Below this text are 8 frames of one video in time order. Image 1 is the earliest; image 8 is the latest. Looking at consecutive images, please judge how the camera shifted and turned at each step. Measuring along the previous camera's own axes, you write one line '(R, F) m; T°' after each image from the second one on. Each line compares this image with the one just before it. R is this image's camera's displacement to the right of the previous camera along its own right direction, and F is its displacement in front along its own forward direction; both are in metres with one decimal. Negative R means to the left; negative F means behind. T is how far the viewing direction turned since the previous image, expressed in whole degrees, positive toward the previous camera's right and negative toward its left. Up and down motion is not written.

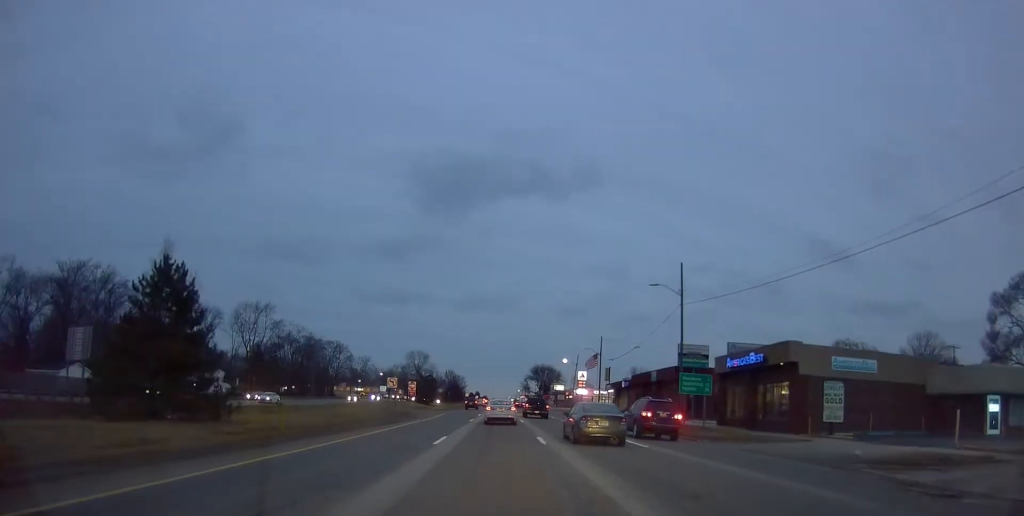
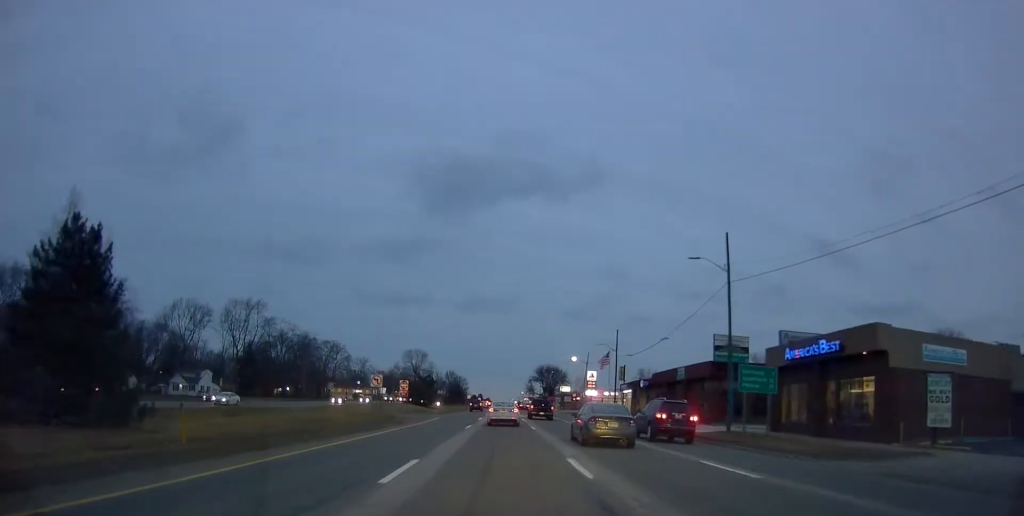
(-0.4, +8.6) m; 0°
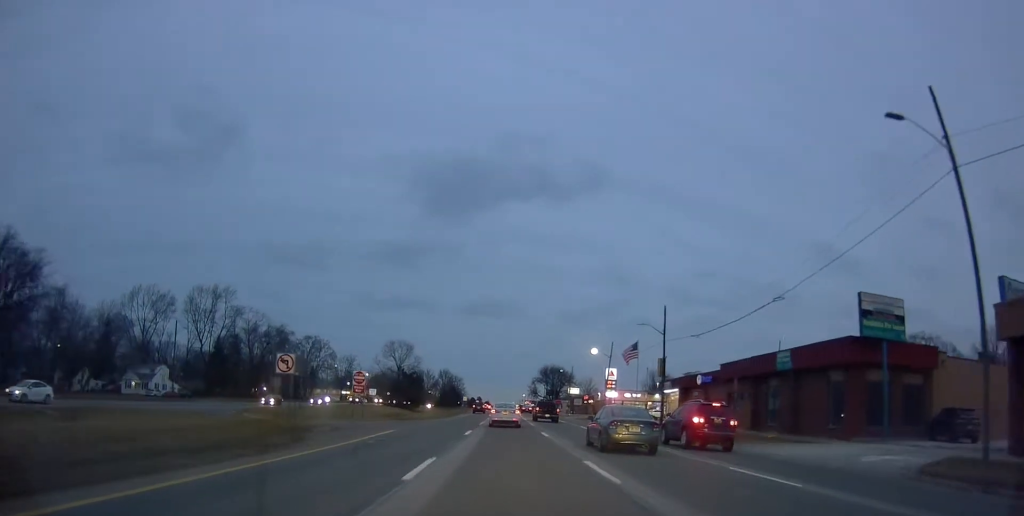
(+0.5, +20.3) m; +1°
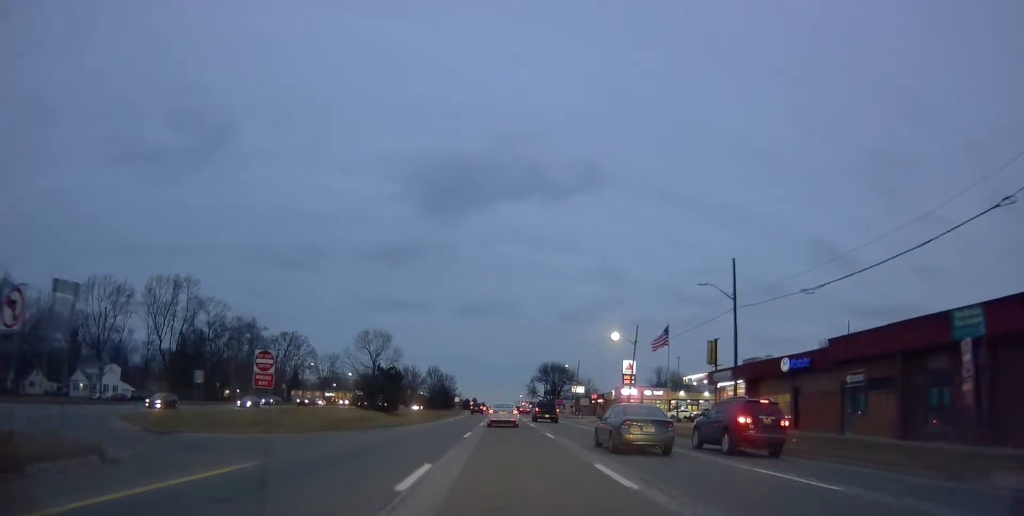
(-0.2, +16.8) m; -2°
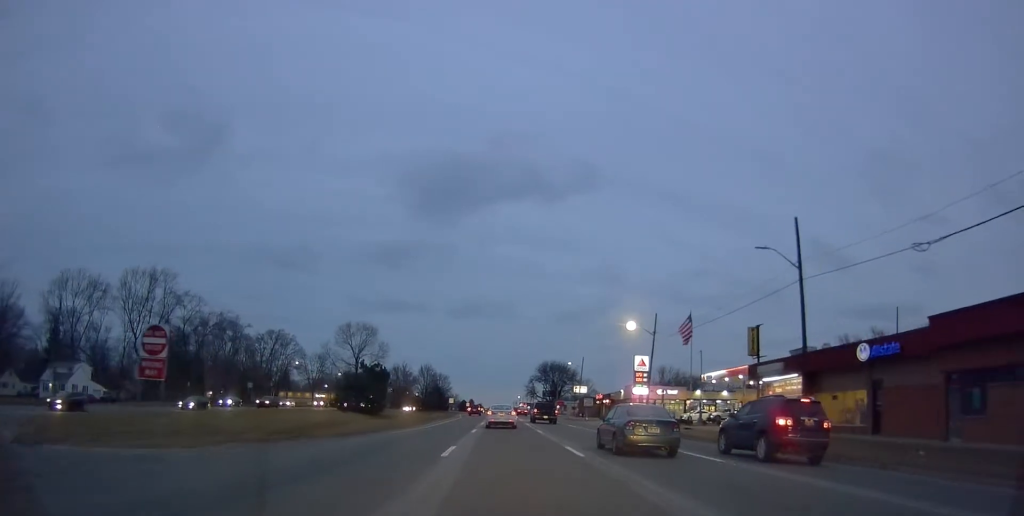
(-0.1, +8.8) m; 0°
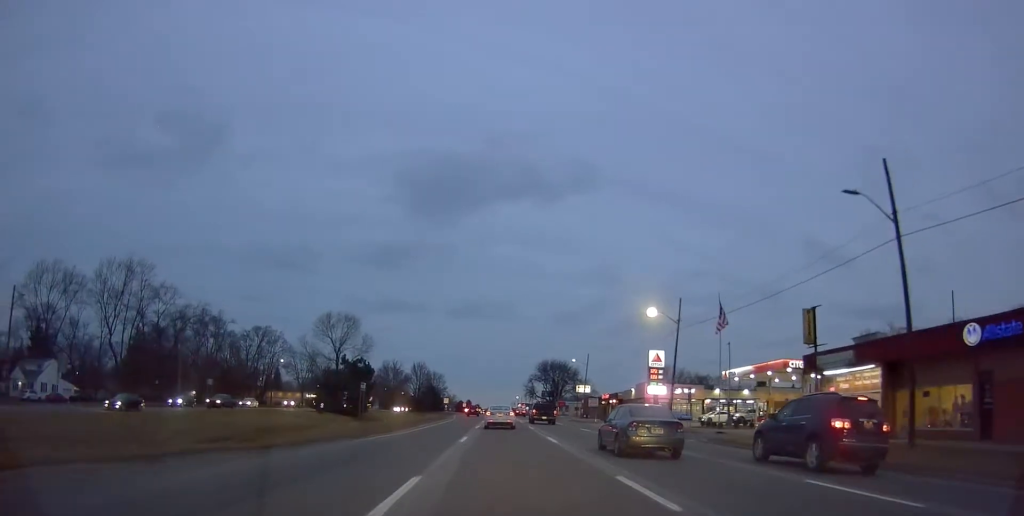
(-0.2, +8.2) m; +1°
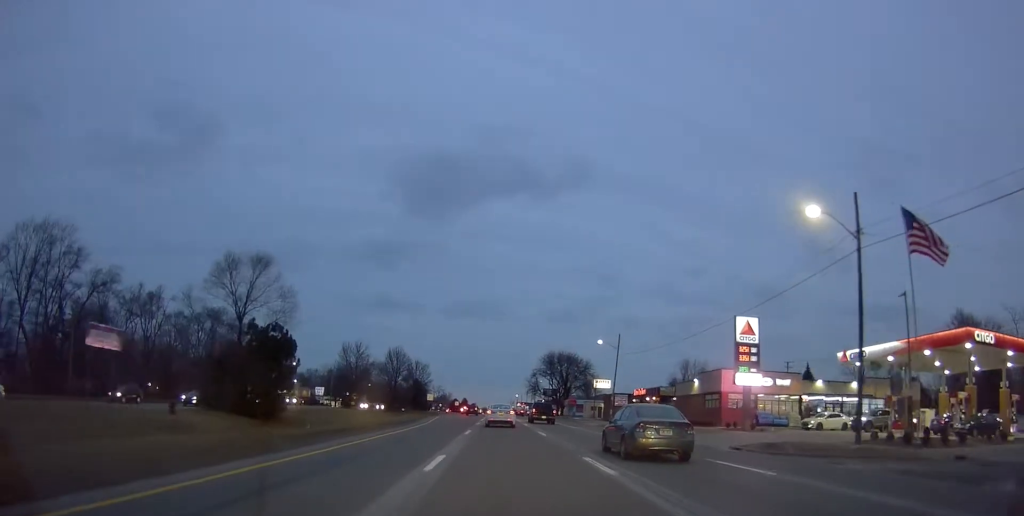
(+0.7, +26.1) m; +1°
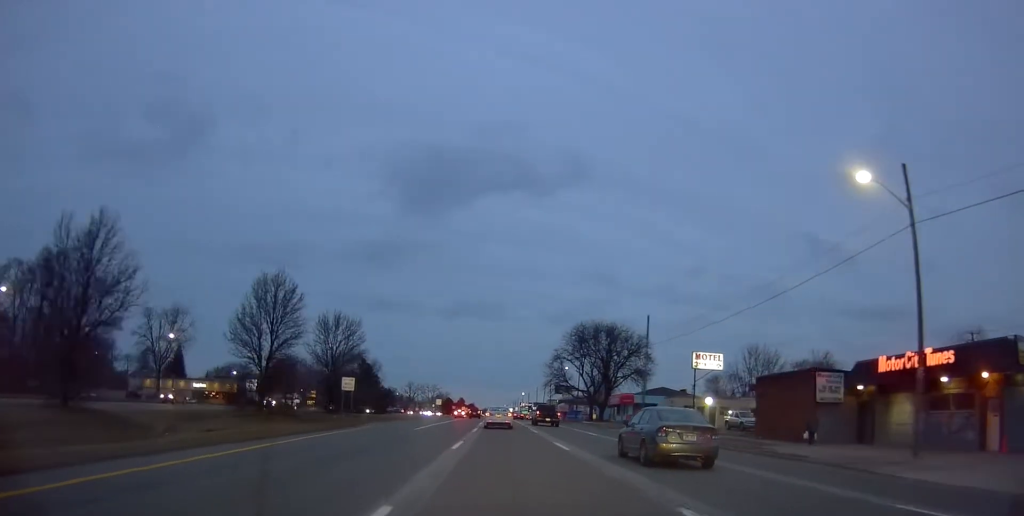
(0.0, +54.5) m; +1°
